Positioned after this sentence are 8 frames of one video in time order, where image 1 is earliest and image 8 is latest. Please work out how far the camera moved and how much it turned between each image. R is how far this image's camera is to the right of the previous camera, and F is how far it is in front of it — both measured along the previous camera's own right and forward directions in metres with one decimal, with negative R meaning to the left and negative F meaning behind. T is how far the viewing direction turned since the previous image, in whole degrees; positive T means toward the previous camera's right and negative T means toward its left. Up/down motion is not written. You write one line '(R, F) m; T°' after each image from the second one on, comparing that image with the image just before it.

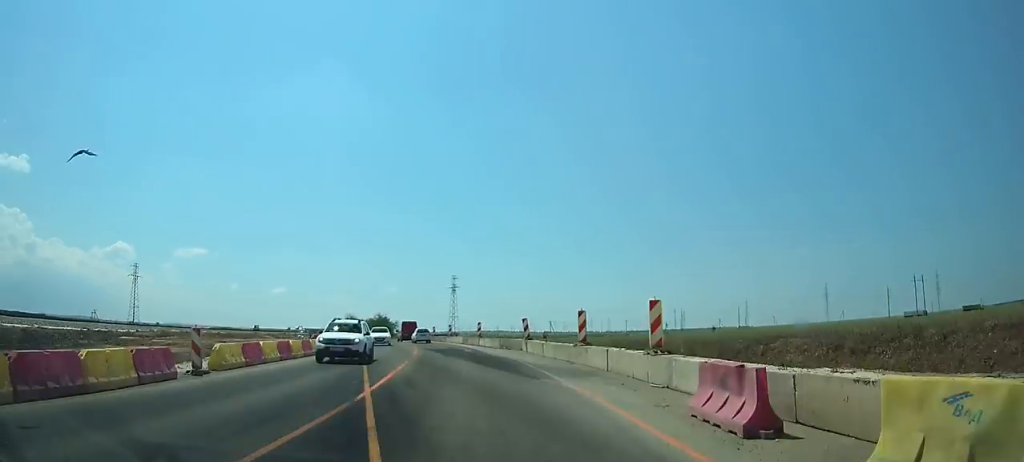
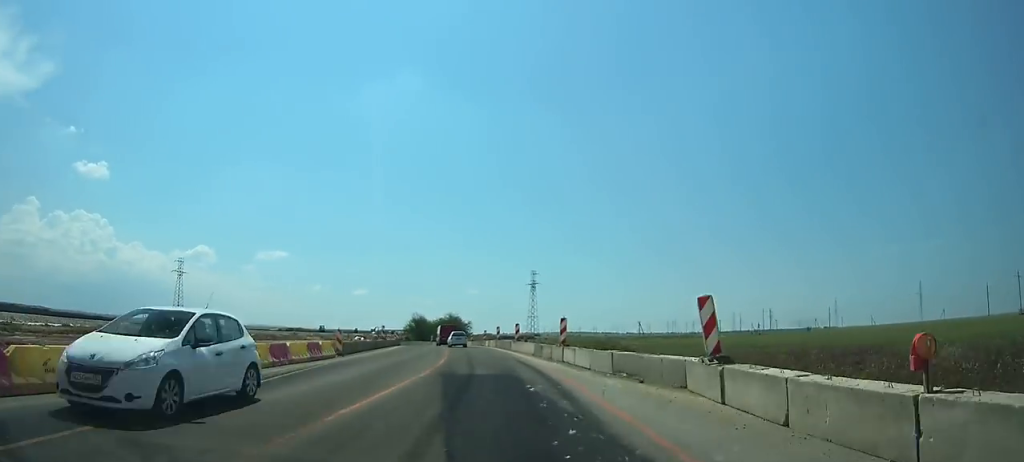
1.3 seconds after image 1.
(0.0, +21.5) m; 0°
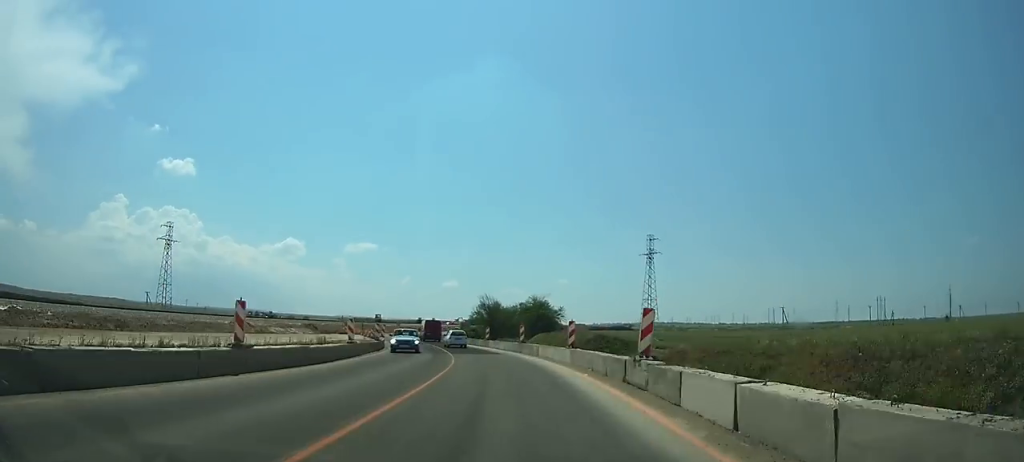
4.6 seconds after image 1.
(0.0, +54.2) m; 0°
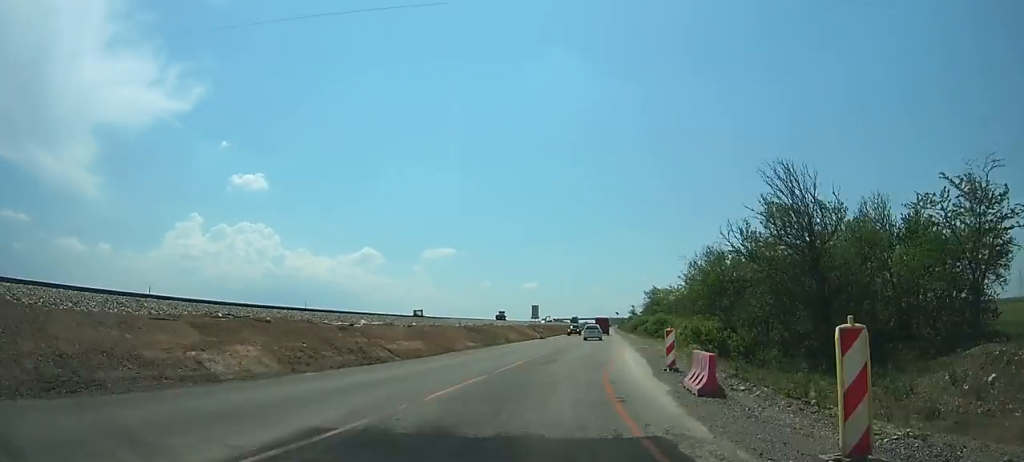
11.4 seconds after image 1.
(+0.1, +111.5) m; 0°
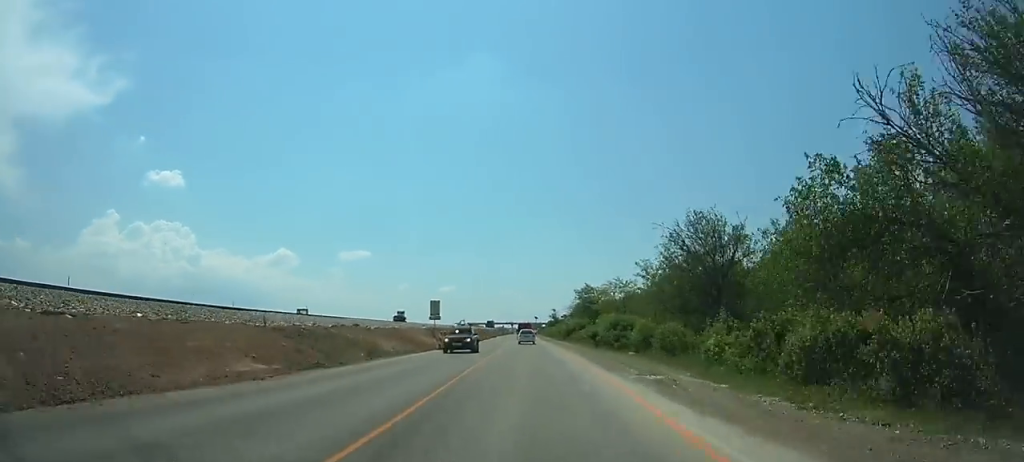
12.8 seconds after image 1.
(0.0, +23.1) m; 0°
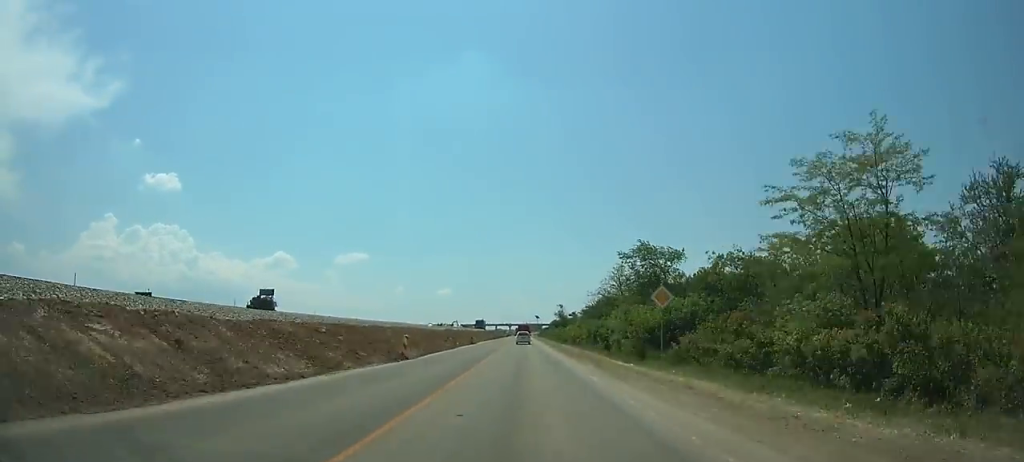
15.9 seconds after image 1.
(0.0, +51.5) m; 0°
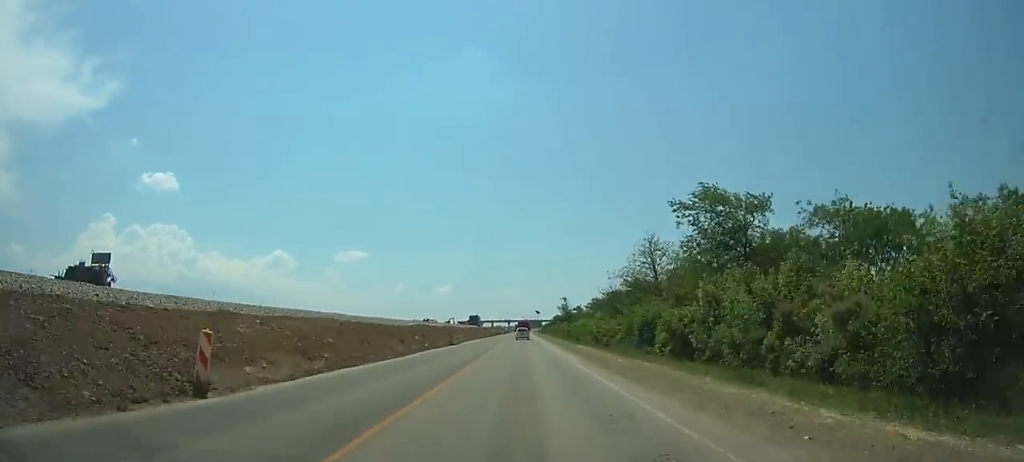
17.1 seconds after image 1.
(0.0, +20.2) m; 0°
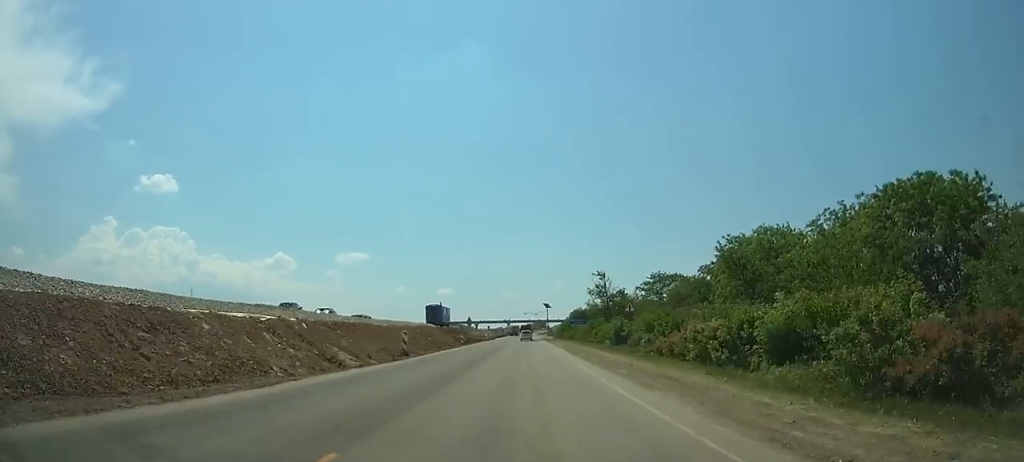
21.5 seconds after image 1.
(+0.1, +74.8) m; -1°
